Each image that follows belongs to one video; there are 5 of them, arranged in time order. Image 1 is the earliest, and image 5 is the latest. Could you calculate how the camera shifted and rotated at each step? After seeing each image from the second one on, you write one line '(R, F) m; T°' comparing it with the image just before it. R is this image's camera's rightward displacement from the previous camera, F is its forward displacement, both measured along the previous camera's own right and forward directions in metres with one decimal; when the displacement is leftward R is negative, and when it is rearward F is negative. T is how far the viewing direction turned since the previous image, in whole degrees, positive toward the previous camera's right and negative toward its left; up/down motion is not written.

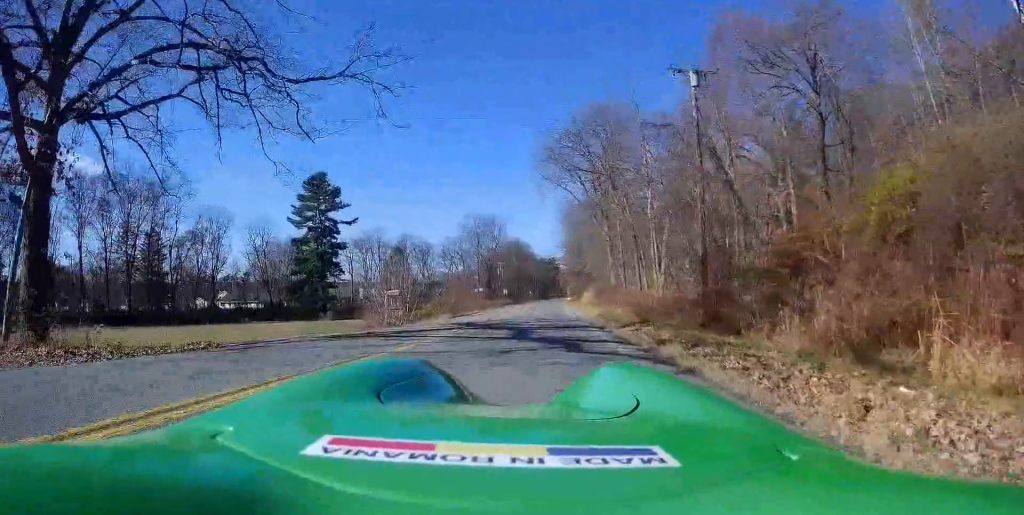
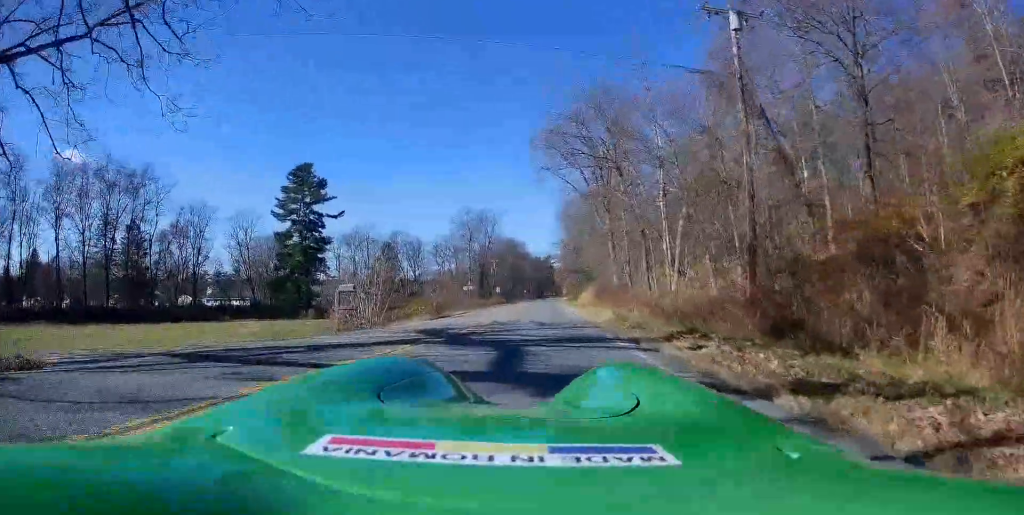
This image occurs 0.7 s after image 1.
(-0.2, +6.3) m; +3°
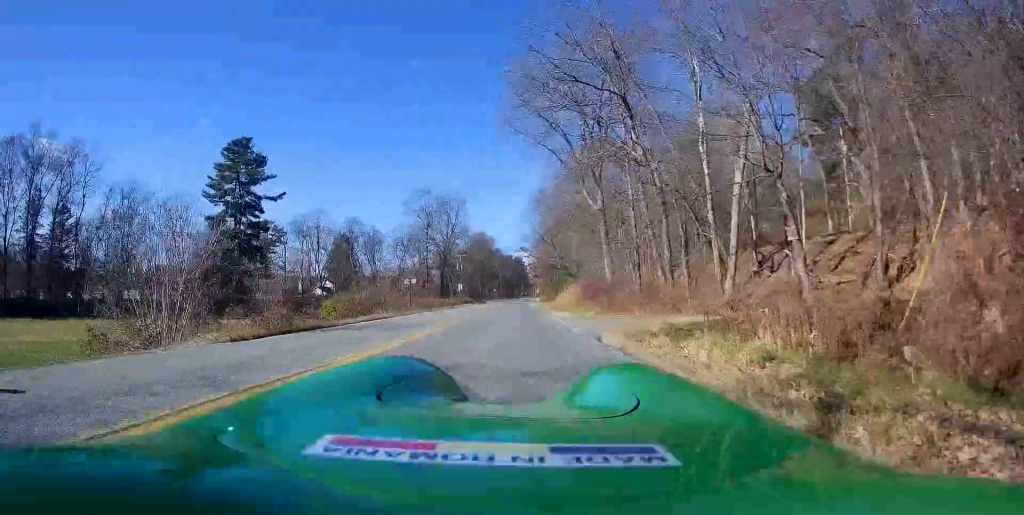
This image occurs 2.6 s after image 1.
(+1.7, +17.2) m; +2°
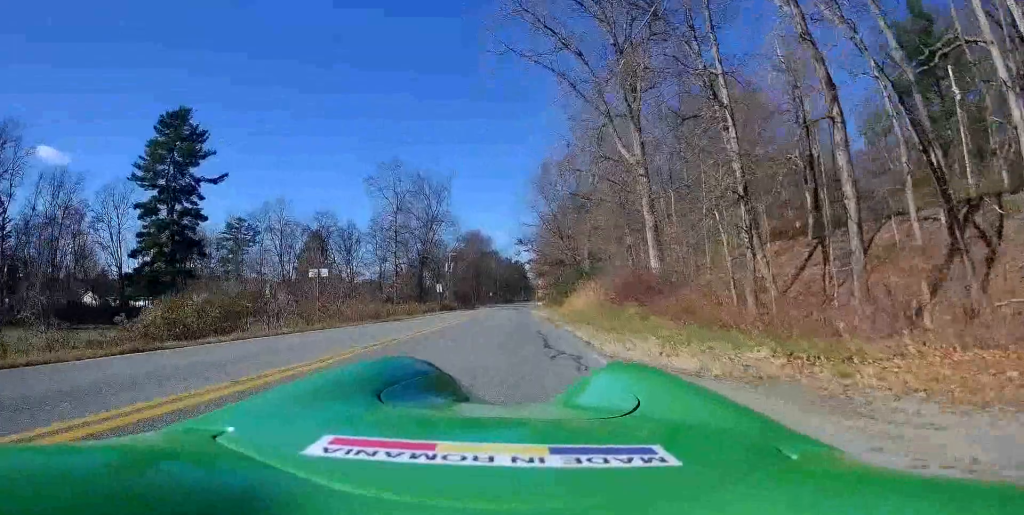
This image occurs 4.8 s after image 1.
(+1.5, +18.8) m; +11°
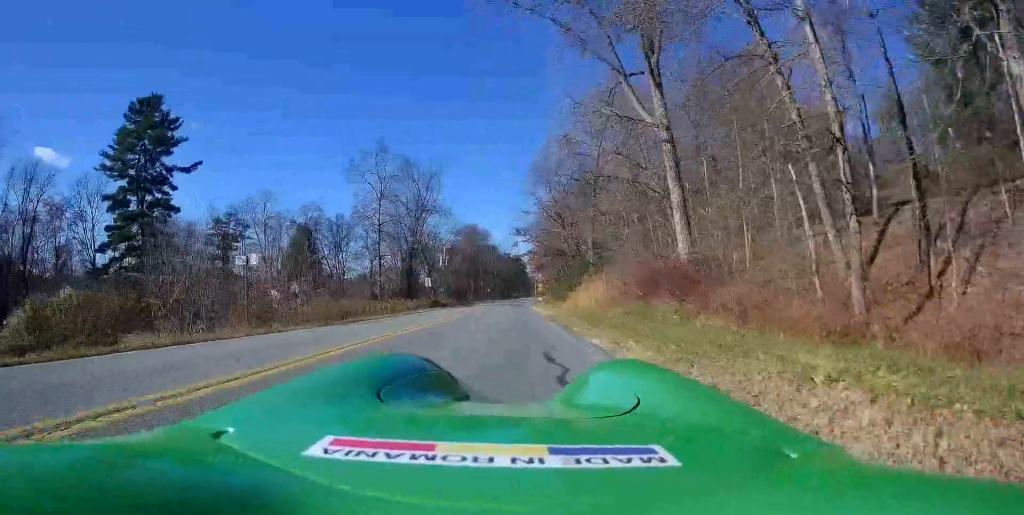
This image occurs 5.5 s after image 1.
(-0.8, +6.2) m; -5°
